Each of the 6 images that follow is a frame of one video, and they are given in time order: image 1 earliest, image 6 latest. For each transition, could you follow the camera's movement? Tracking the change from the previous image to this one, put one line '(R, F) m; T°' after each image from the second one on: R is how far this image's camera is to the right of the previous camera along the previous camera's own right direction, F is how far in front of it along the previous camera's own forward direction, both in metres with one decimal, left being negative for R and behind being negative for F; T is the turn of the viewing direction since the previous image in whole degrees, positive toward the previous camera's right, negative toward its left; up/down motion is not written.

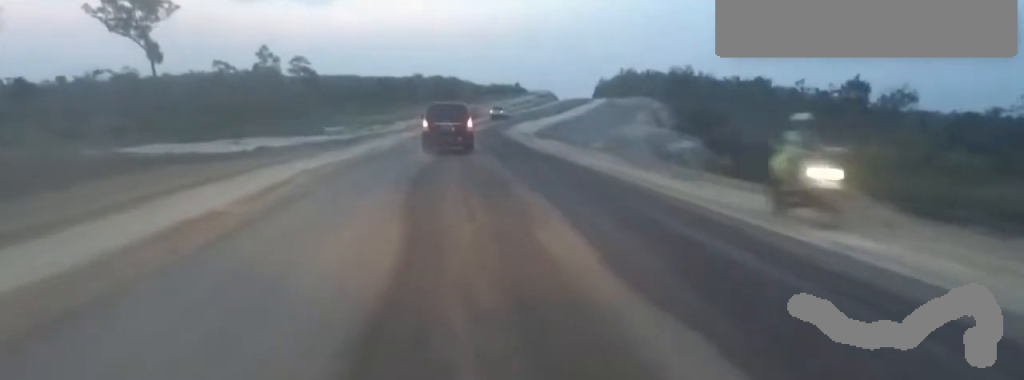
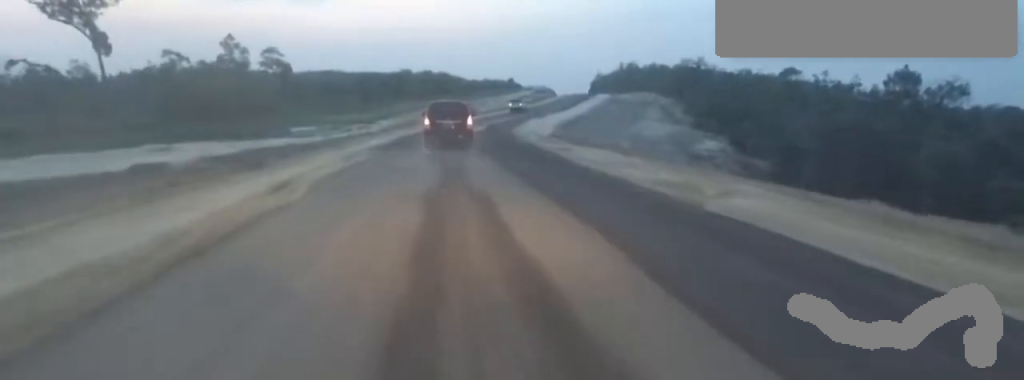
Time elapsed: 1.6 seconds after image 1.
(-1.3, +13.6) m; -2°
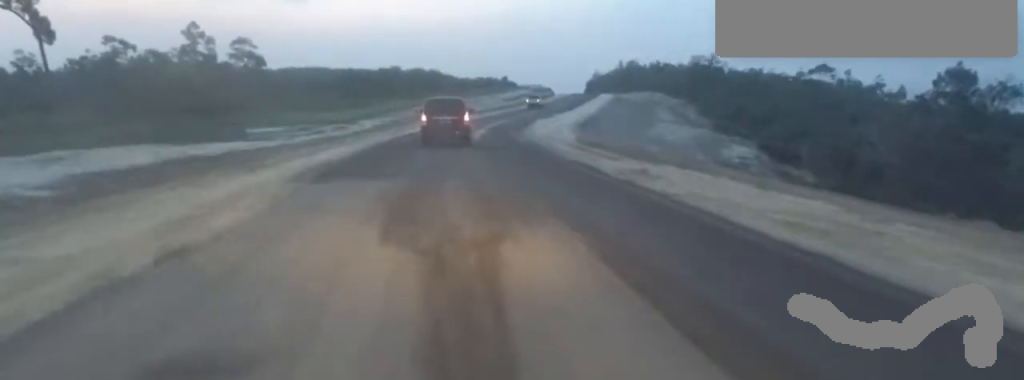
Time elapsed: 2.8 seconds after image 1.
(+1.8, +11.4) m; +7°
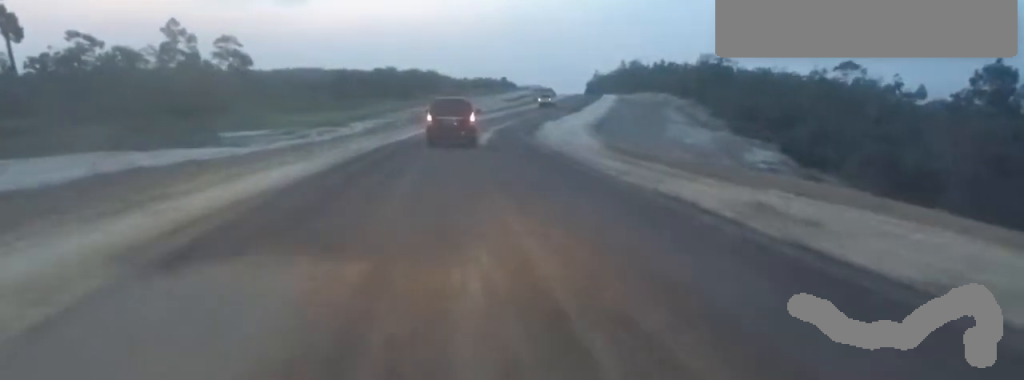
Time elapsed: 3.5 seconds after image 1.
(+0.5, +6.0) m; -5°
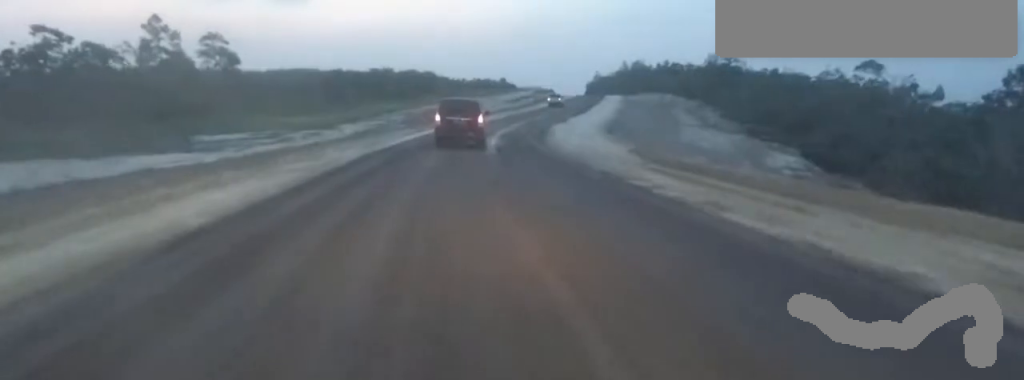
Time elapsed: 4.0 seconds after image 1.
(-0.9, +5.0) m; -2°
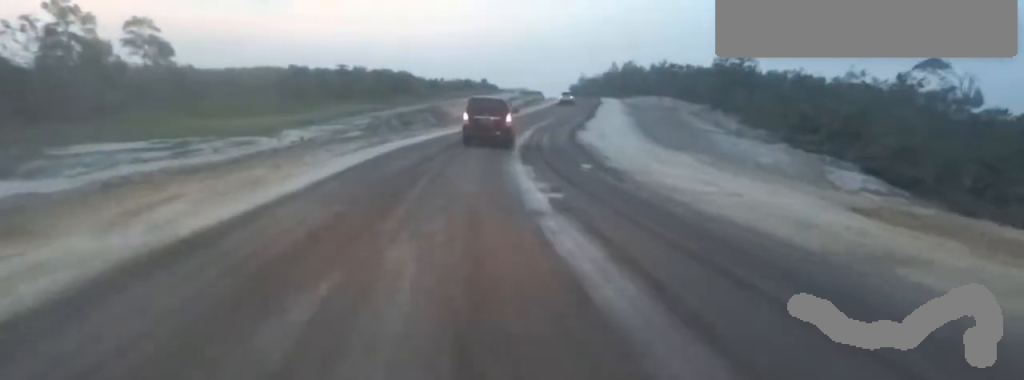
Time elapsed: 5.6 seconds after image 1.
(+0.4, +15.7) m; +7°
